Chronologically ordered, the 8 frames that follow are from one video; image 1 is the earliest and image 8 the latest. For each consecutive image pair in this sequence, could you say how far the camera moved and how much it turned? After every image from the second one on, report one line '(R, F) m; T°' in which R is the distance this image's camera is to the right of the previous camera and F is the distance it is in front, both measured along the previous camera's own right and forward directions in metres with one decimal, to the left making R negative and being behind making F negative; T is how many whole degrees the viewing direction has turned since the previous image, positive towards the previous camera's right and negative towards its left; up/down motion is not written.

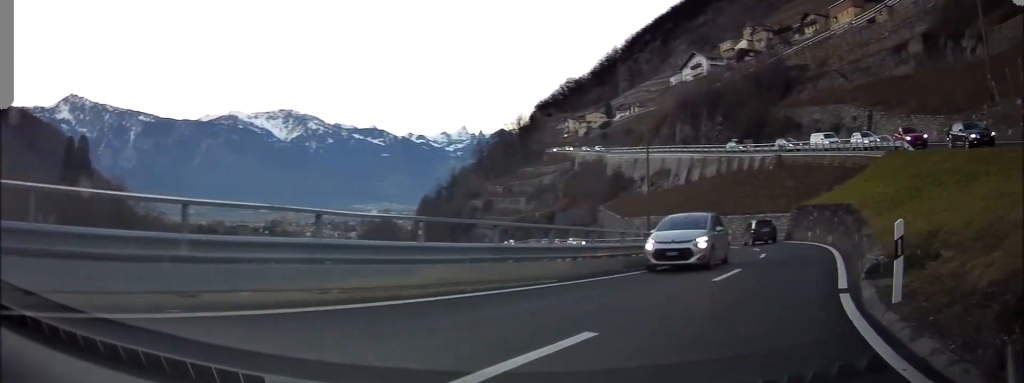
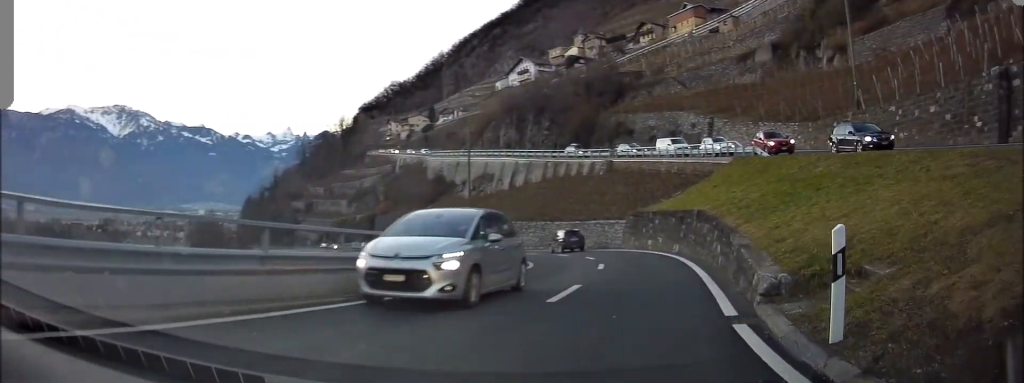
(+0.2, +2.1) m; +24°
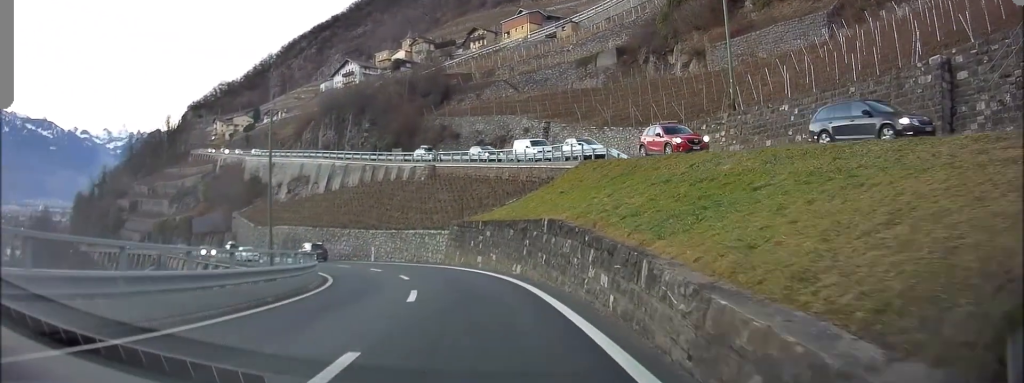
(+1.7, +7.0) m; +2°
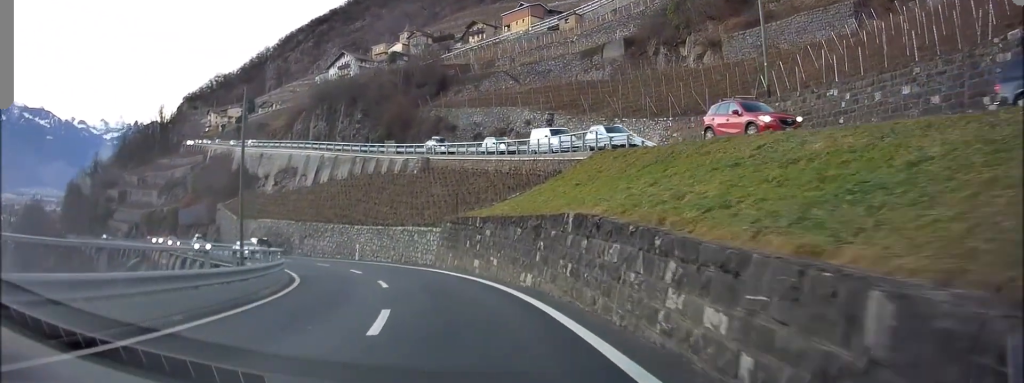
(-0.6, +4.9) m; -11°
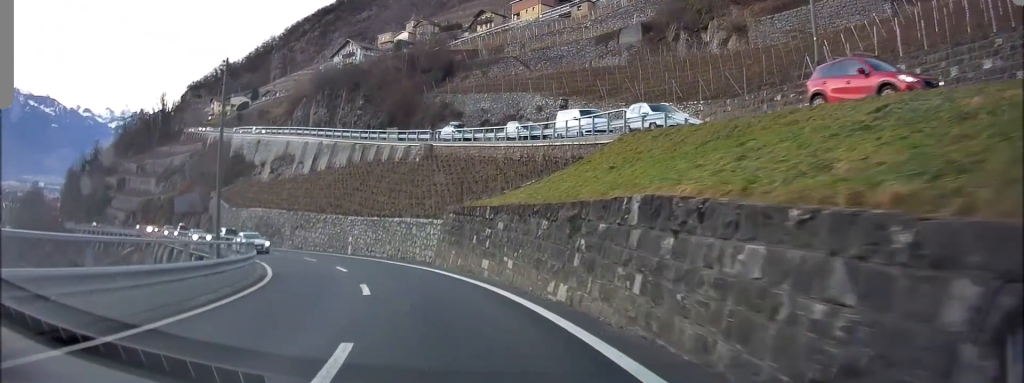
(-0.3, +4.1) m; -5°
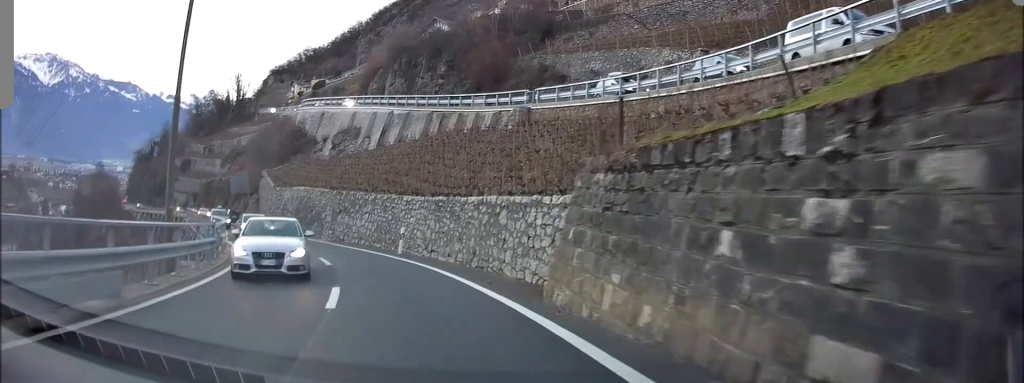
(-1.5, +13.3) m; -11°
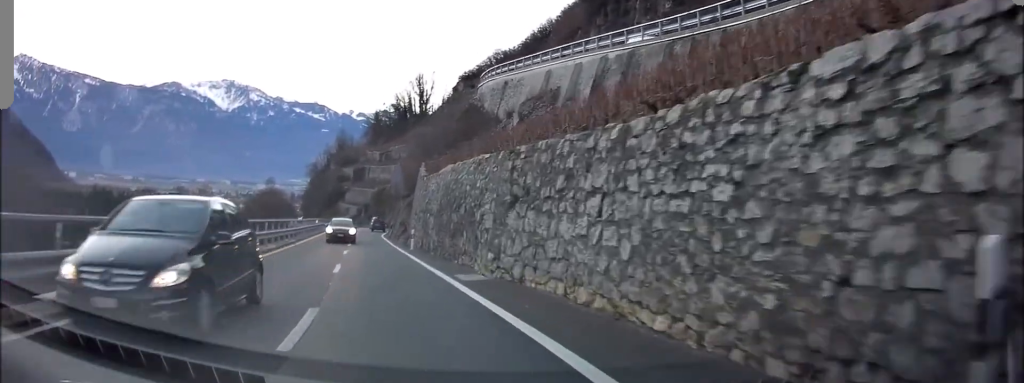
(-2.0, +22.4) m; -9°
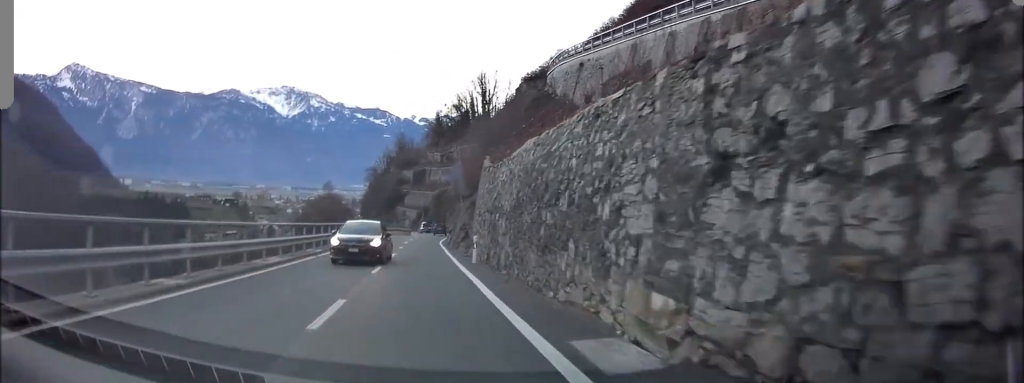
(-0.3, +8.4) m; -5°
